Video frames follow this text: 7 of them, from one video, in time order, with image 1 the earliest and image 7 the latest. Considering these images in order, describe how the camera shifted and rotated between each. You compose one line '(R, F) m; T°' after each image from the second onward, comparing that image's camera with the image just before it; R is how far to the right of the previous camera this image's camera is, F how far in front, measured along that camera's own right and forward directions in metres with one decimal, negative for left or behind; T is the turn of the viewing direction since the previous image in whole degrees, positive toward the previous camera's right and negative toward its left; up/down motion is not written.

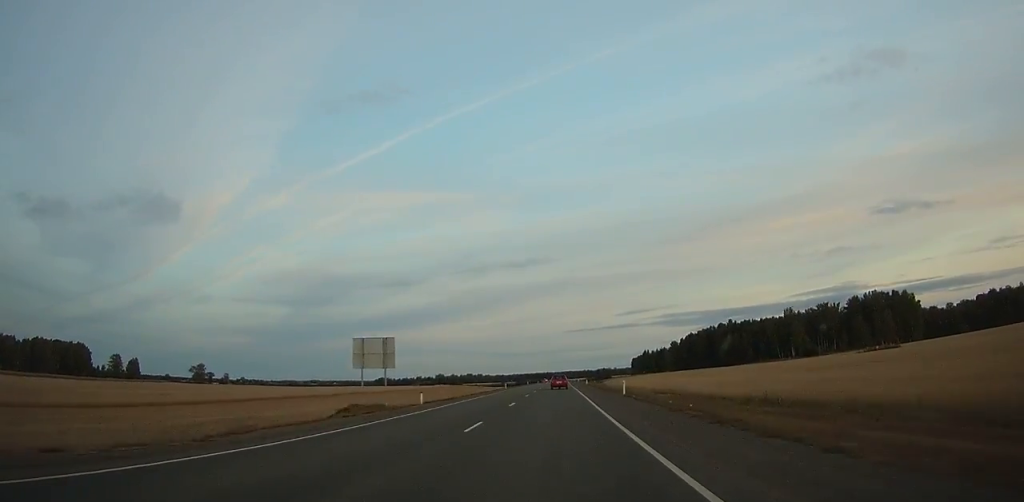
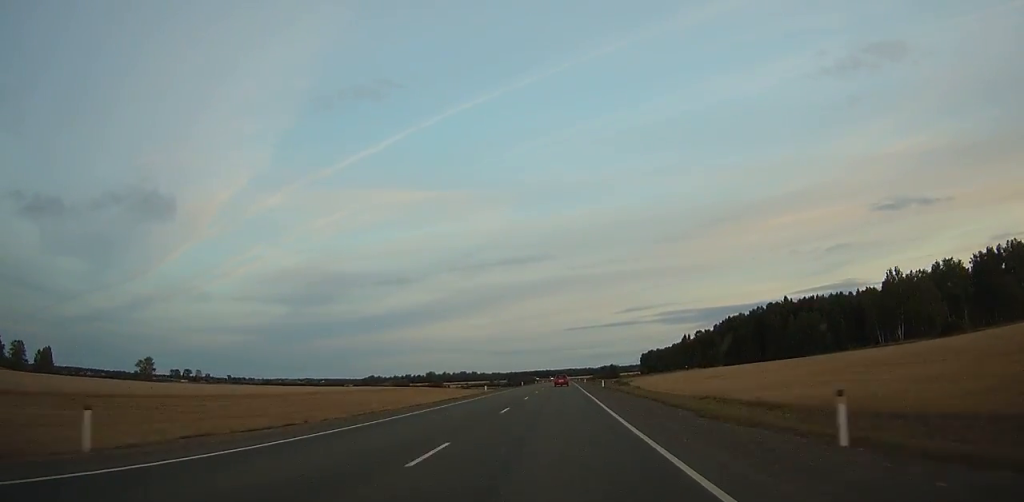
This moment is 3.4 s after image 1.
(0.0, +76.2) m; 0°
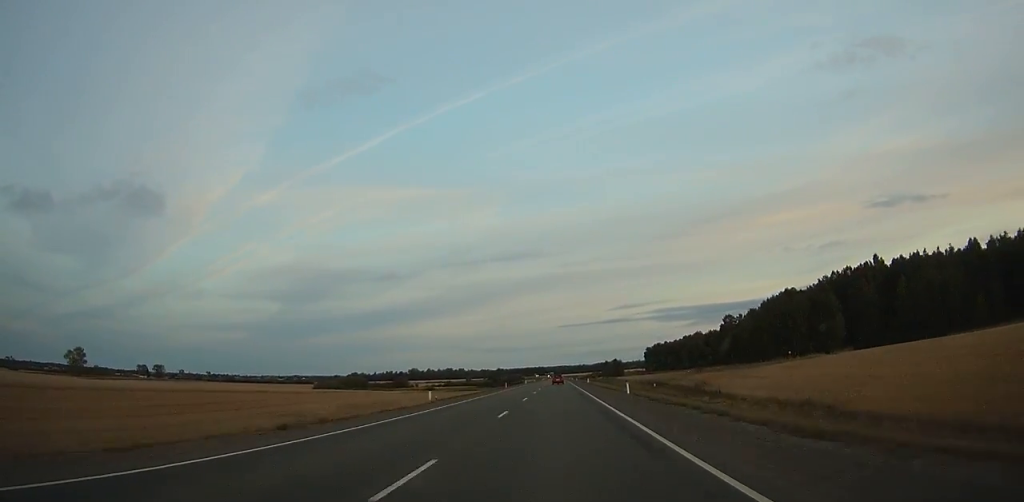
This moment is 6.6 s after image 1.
(+0.3, +73.4) m; +1°
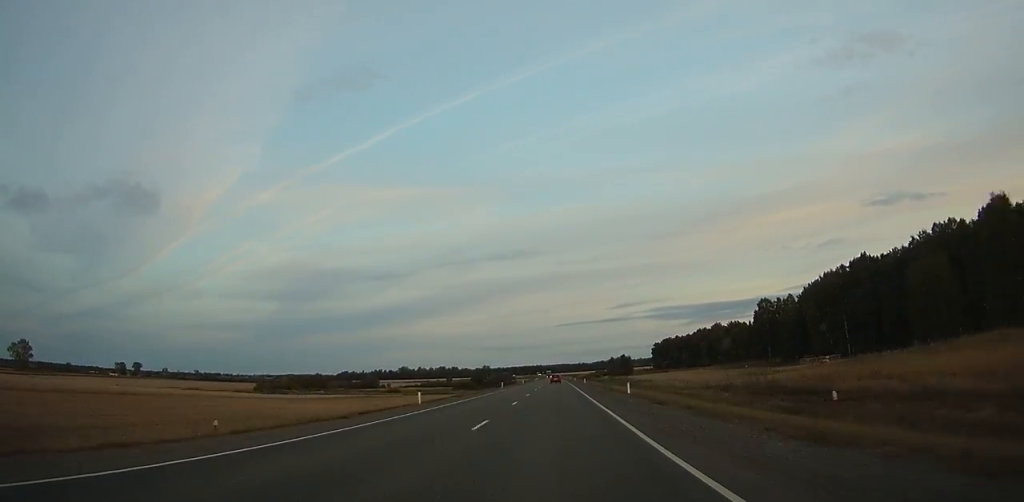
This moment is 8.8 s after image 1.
(+0.3, +51.6) m; 0°
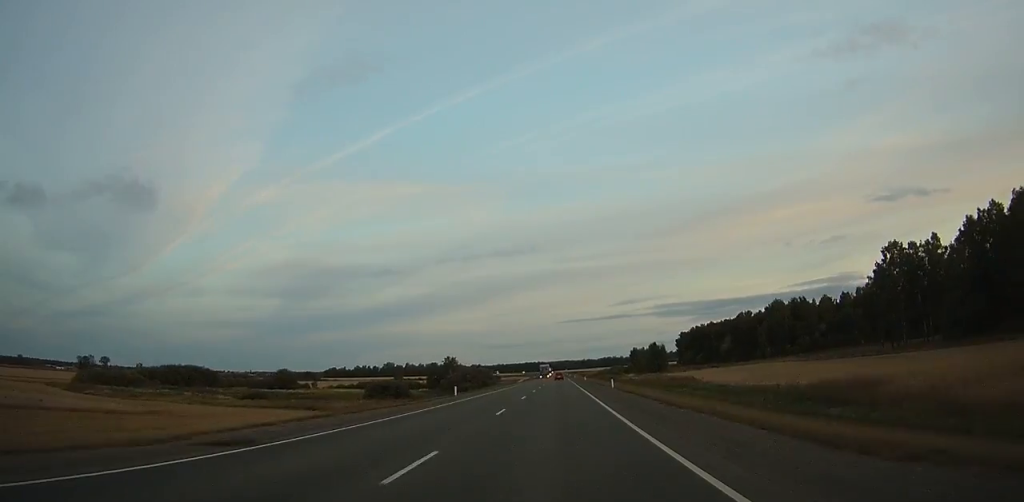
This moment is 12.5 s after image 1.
(-0.1, +88.4) m; 0°
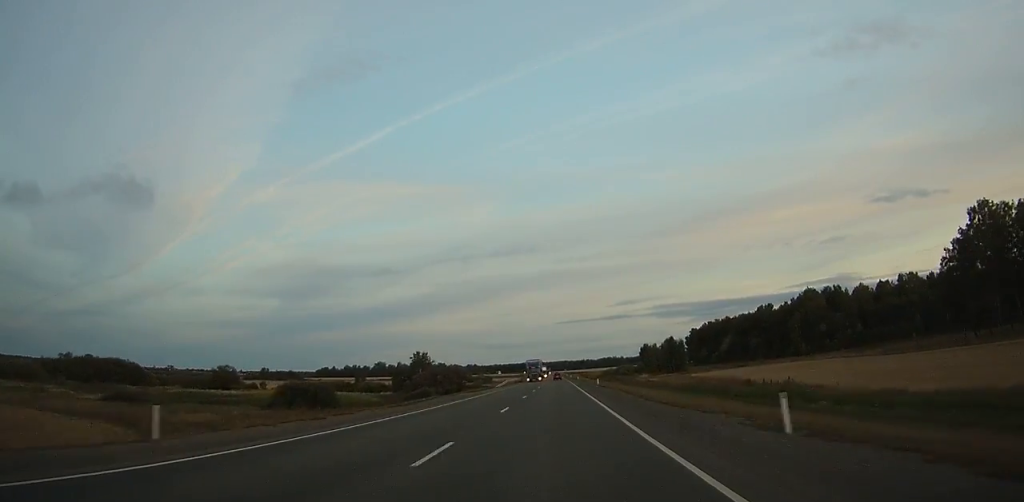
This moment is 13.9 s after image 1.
(0.0, +34.2) m; 0°
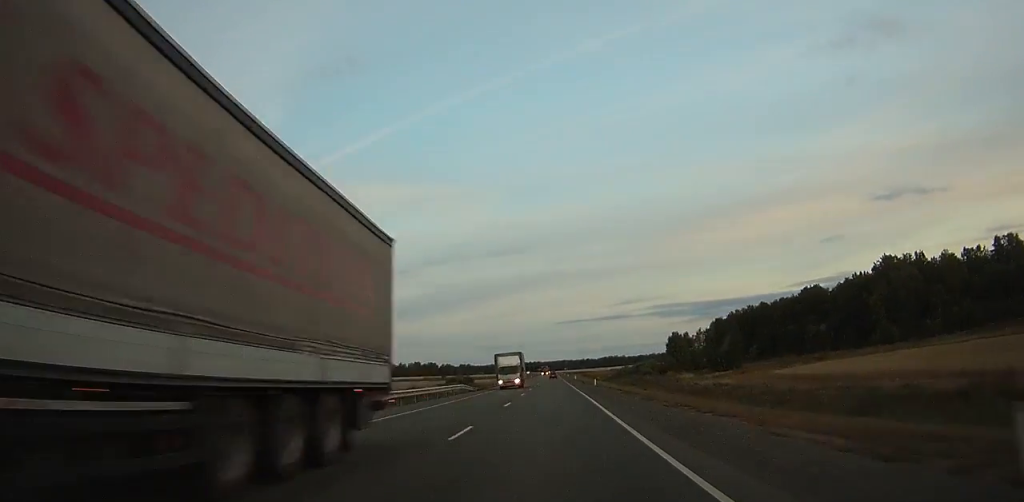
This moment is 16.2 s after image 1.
(0.0, +56.4) m; 0°
